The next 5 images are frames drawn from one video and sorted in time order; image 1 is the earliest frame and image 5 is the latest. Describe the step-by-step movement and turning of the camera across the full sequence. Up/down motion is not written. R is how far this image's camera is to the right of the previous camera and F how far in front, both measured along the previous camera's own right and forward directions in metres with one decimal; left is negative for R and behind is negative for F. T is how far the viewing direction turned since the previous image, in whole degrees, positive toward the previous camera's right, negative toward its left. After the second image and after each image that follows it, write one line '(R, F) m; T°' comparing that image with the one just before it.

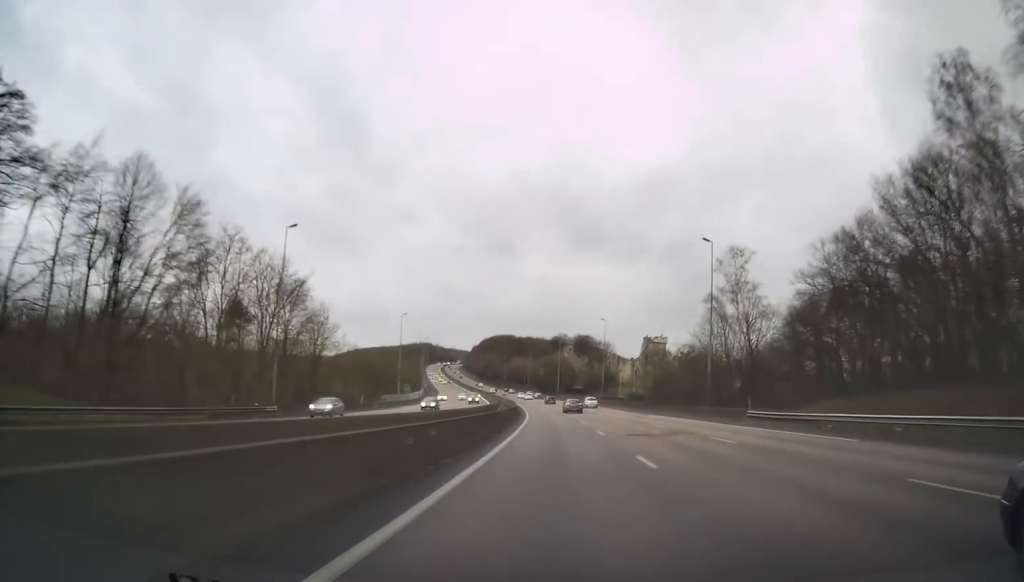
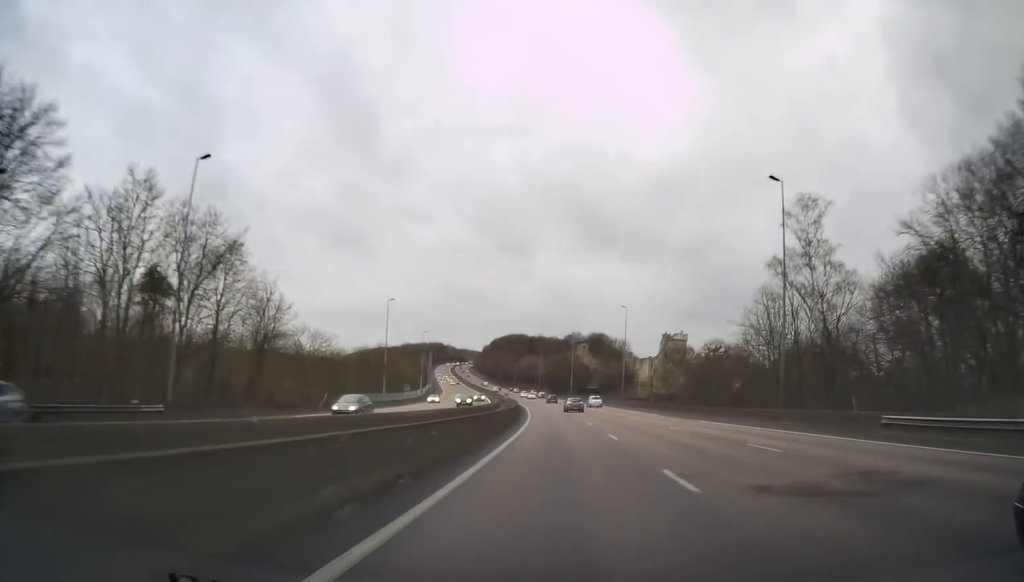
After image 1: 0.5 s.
(-0.2, +16.8) m; -1°
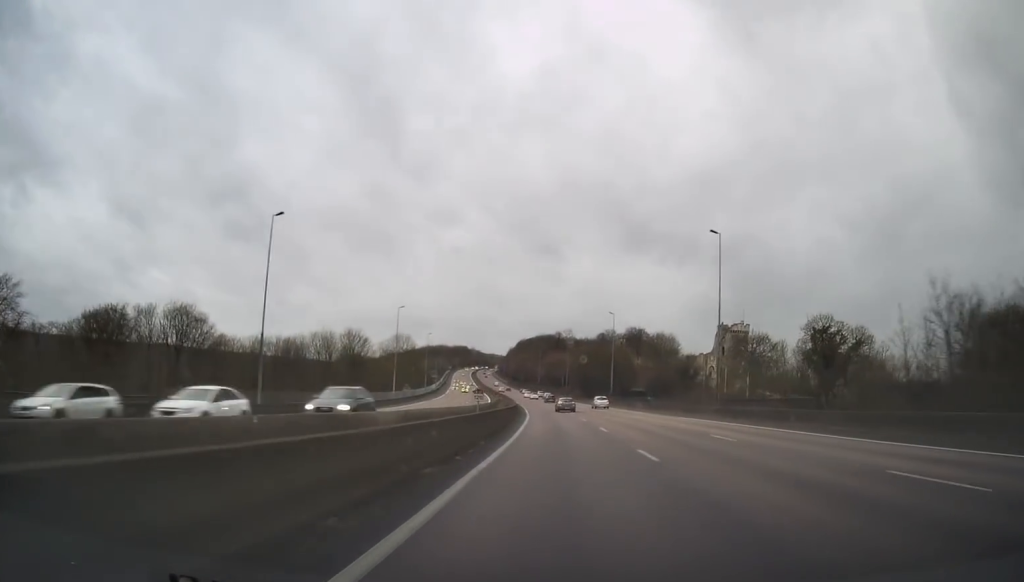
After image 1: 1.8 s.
(-0.9, +46.2) m; -2°
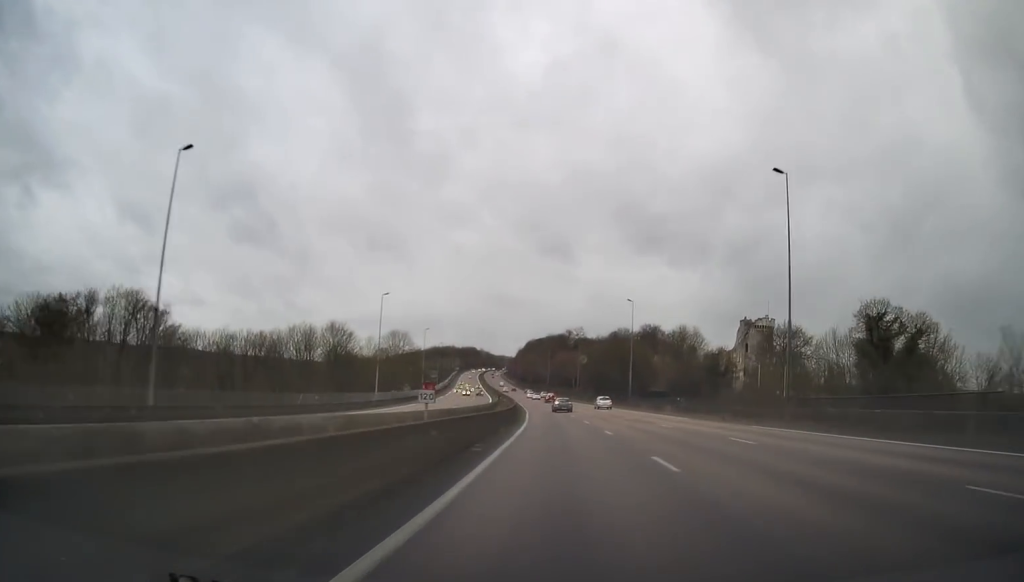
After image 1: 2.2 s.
(0.0, +15.4) m; -1°
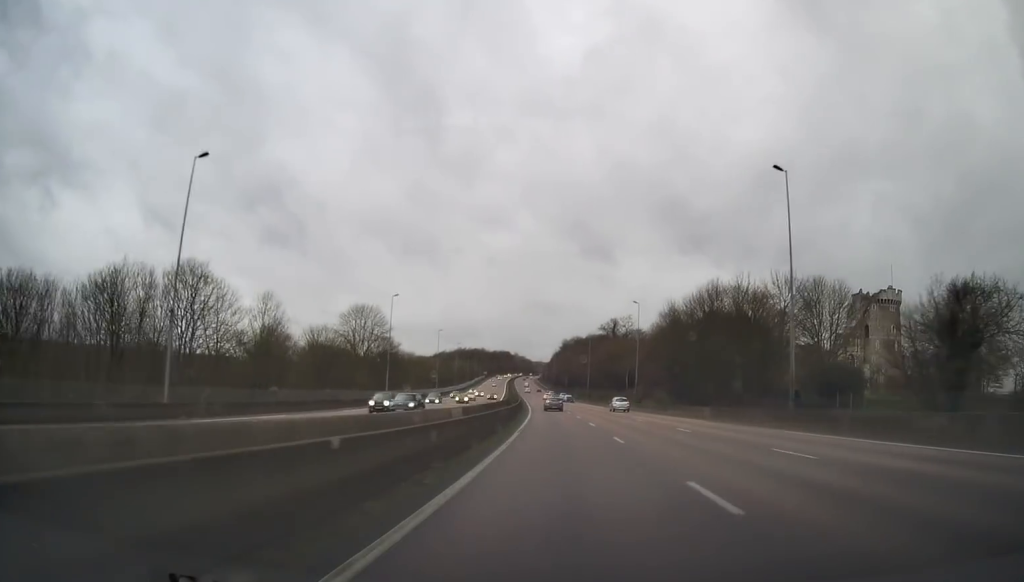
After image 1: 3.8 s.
(-1.8, +55.9) m; -4°
